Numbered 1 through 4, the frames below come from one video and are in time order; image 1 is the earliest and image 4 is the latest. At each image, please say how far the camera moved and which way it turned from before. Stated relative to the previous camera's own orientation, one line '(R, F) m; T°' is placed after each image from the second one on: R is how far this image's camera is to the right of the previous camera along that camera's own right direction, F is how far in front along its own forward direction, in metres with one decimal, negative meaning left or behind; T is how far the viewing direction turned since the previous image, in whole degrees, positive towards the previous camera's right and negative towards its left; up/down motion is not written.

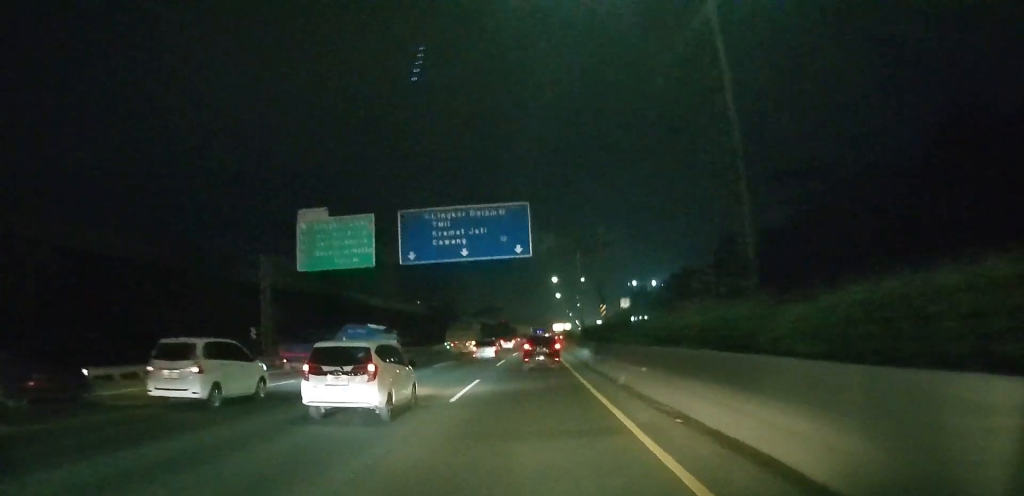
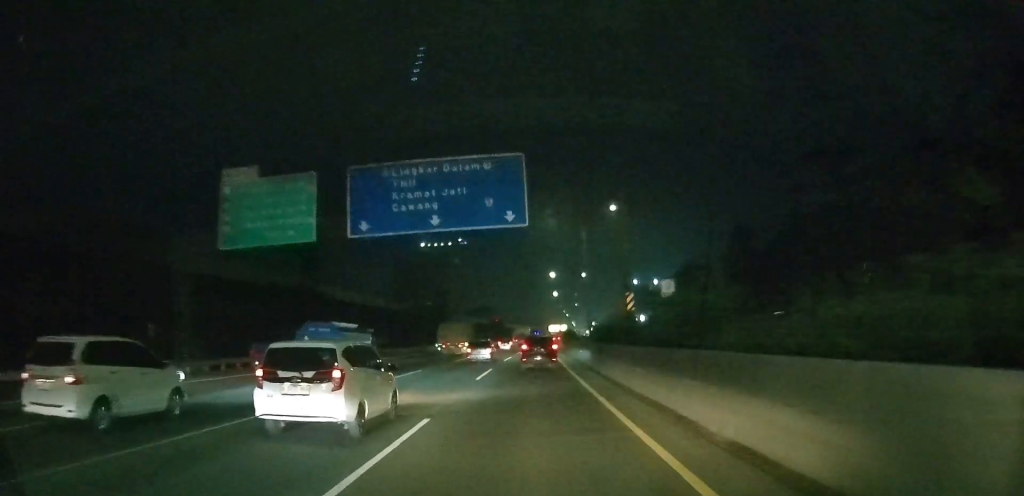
(0.0, +10.2) m; 0°
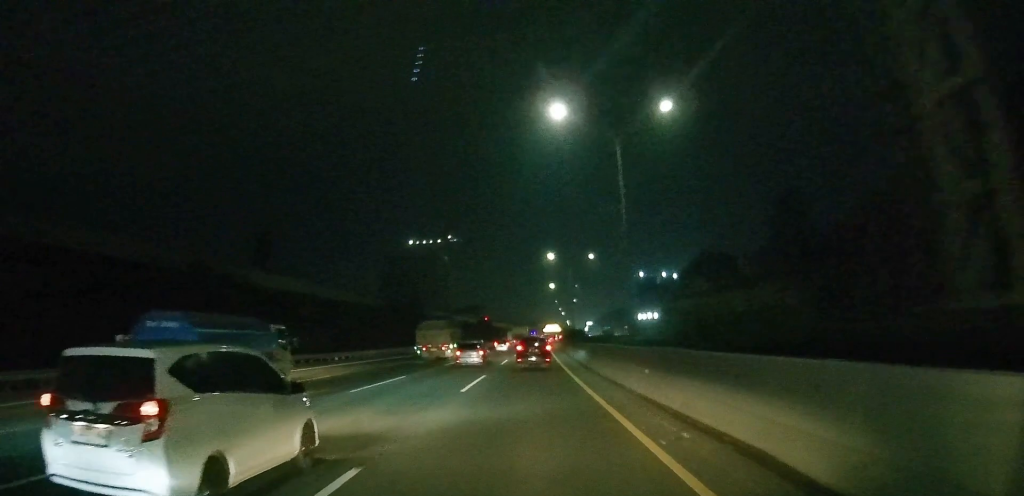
(+0.2, +20.5) m; +1°
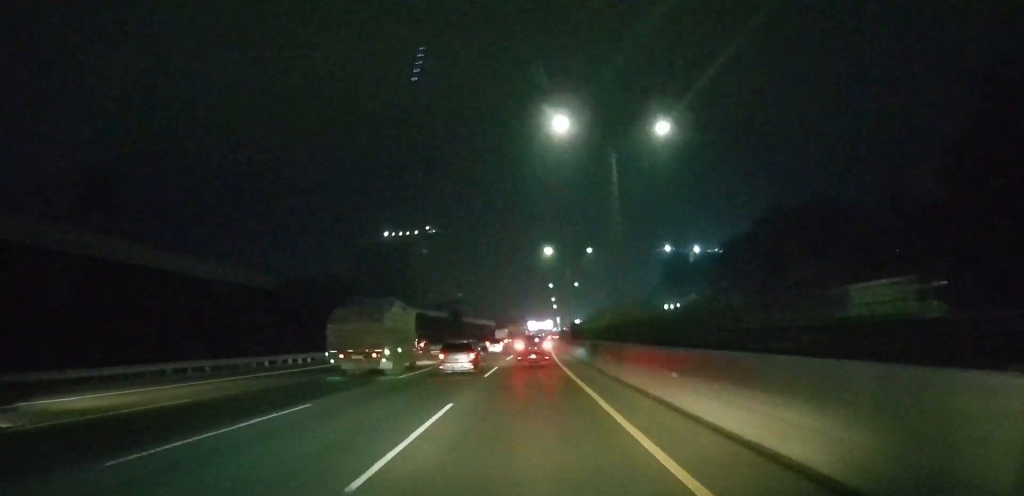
(+0.6, +45.8) m; +1°
